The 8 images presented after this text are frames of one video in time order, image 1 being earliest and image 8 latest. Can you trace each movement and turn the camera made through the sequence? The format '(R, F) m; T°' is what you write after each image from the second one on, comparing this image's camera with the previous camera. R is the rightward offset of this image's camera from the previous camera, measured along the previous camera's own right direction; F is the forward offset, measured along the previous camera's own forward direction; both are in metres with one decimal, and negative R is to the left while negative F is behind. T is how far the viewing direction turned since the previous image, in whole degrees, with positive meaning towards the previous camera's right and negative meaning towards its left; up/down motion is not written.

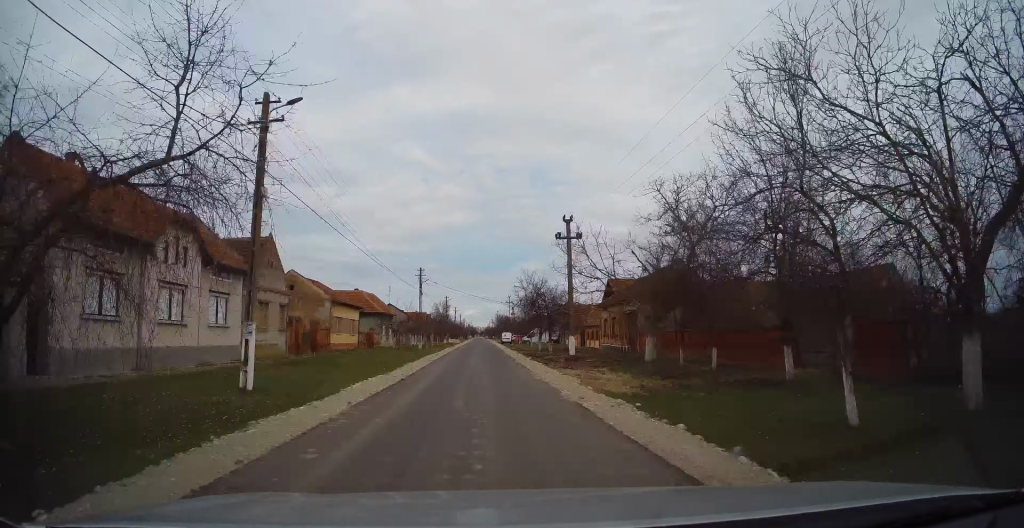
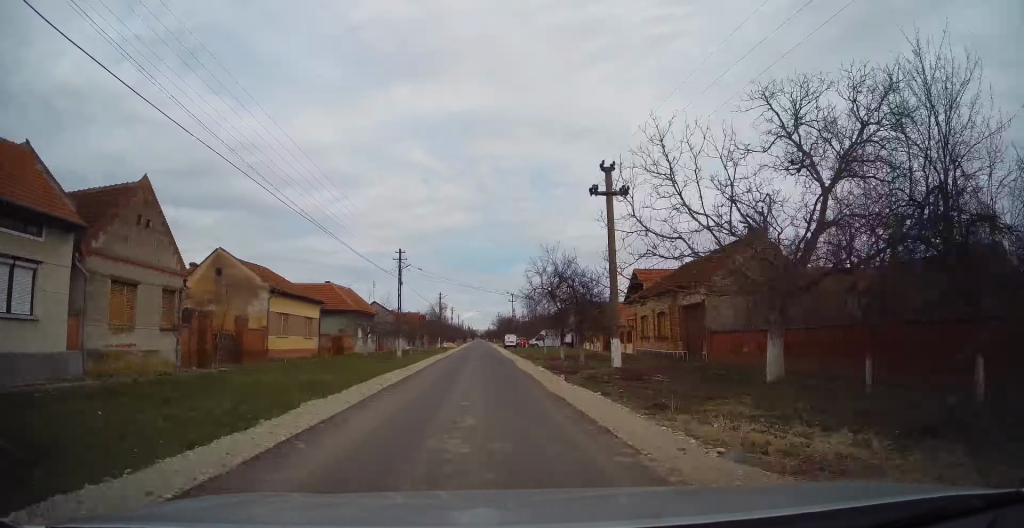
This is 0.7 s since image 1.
(+0.2, +12.8) m; +1°
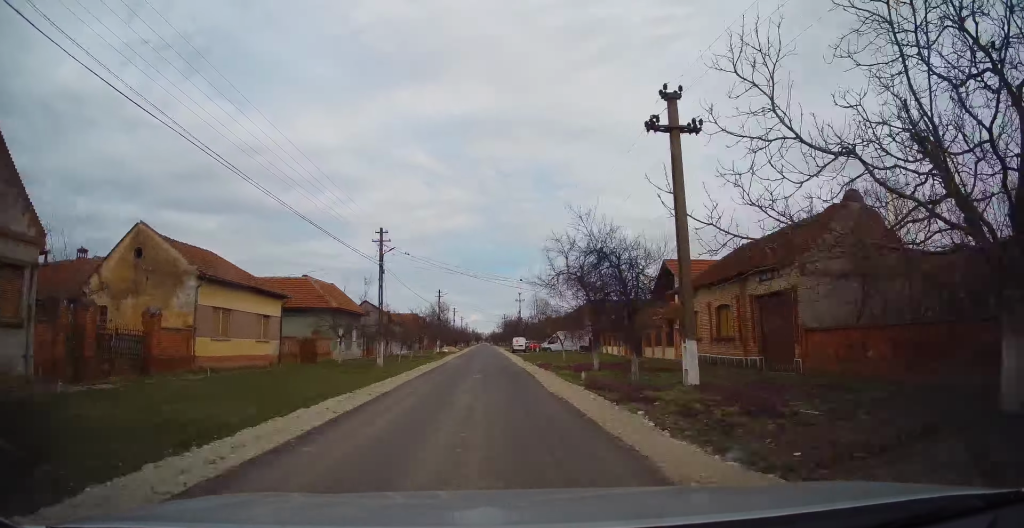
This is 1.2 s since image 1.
(0.0, +8.7) m; -1°
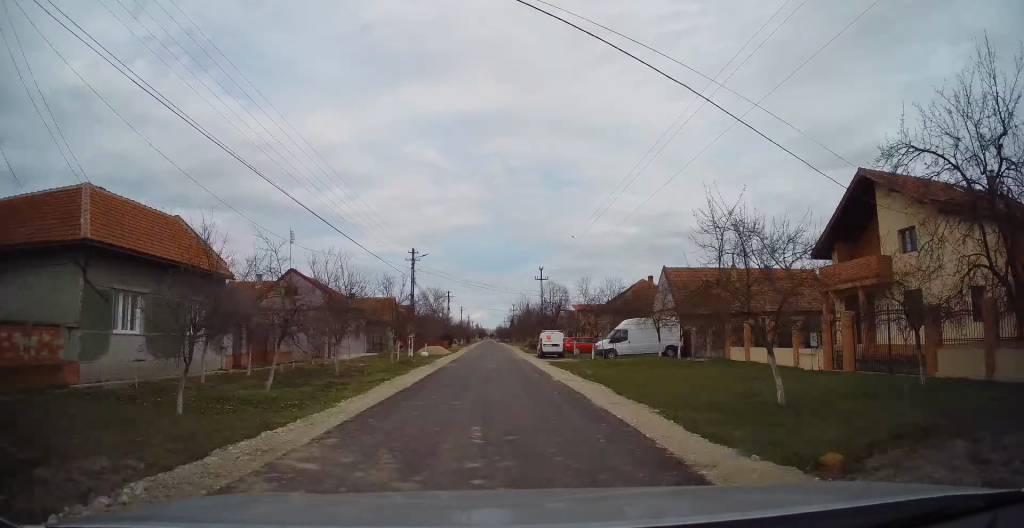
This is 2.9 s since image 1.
(-0.7, +28.8) m; -2°
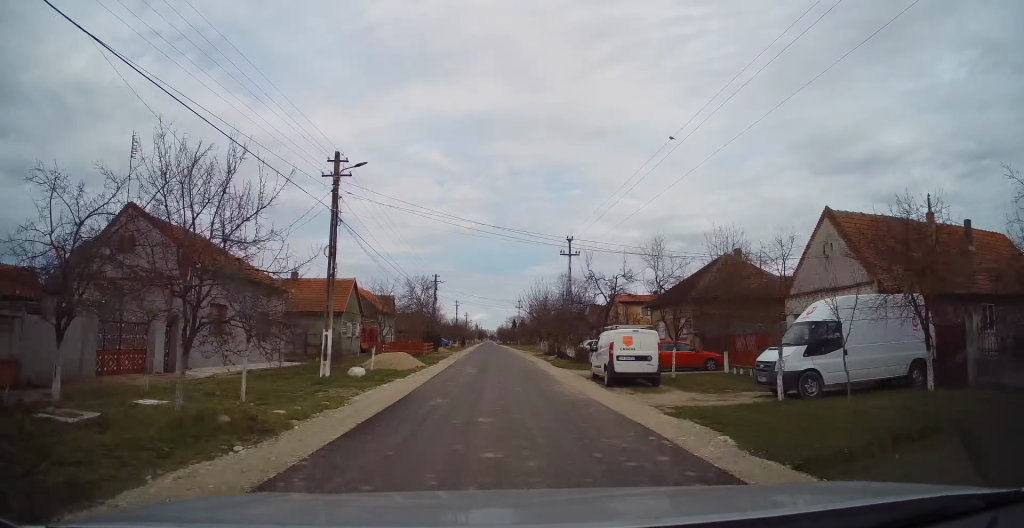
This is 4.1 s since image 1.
(+0.3, +21.2) m; +1°
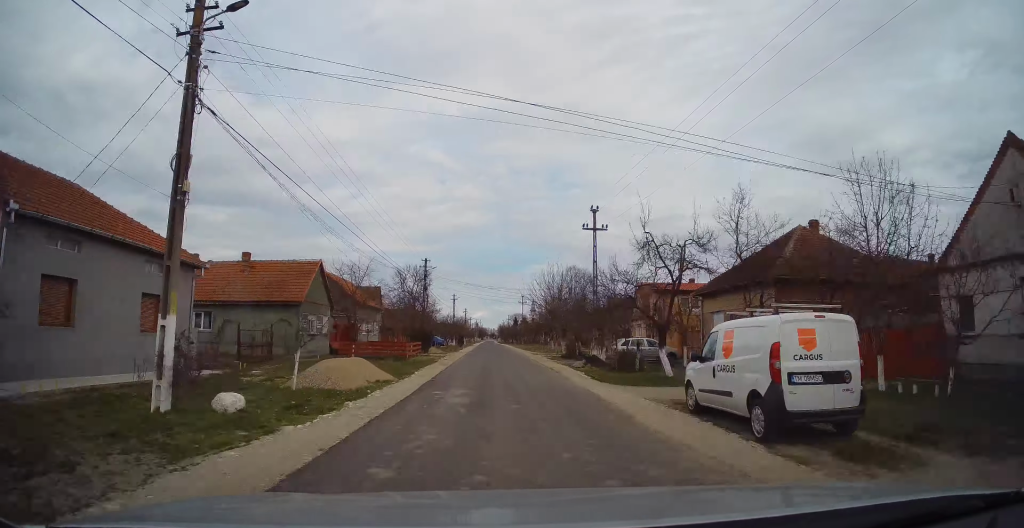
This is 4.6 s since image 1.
(+0.2, +10.0) m; 0°
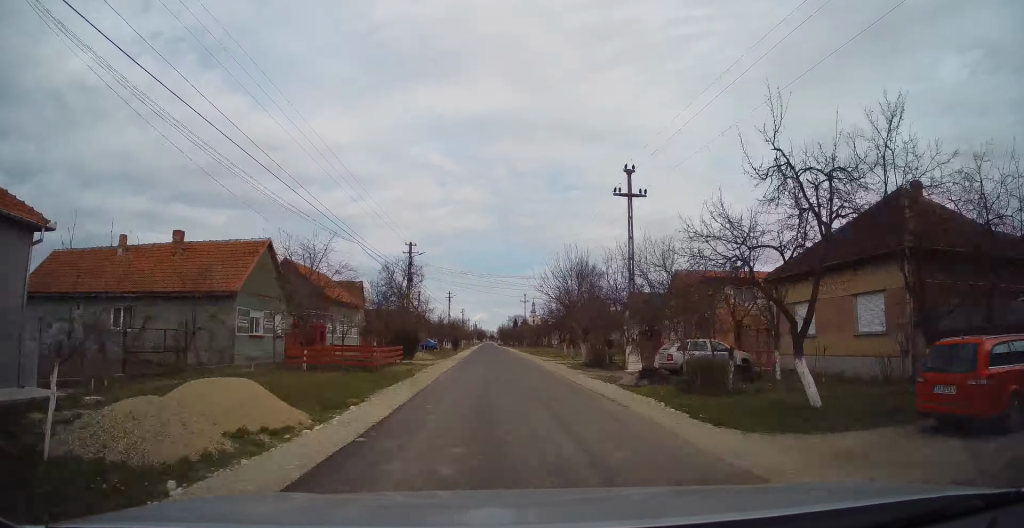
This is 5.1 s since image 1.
(-0.1, +8.9) m; 0°
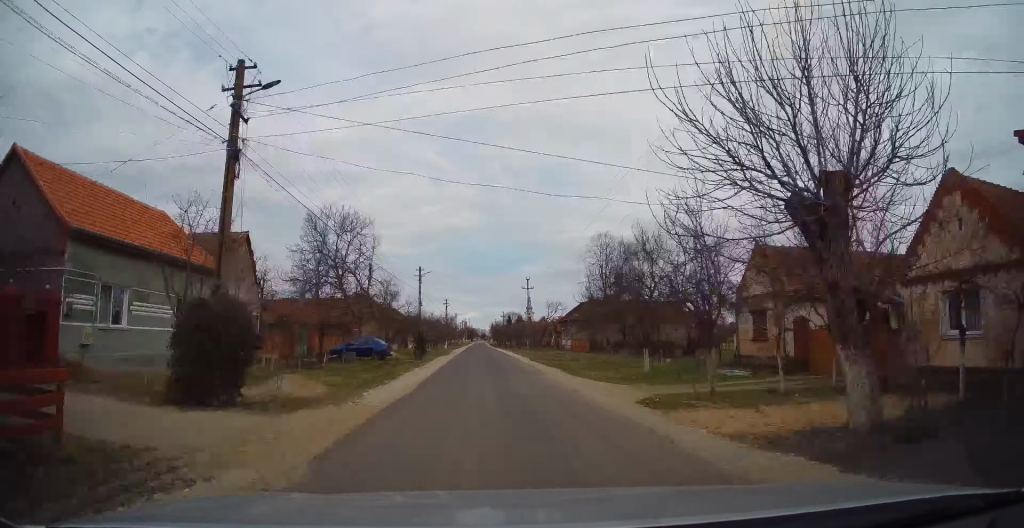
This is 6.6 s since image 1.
(+0.2, +25.4) m; -1°
